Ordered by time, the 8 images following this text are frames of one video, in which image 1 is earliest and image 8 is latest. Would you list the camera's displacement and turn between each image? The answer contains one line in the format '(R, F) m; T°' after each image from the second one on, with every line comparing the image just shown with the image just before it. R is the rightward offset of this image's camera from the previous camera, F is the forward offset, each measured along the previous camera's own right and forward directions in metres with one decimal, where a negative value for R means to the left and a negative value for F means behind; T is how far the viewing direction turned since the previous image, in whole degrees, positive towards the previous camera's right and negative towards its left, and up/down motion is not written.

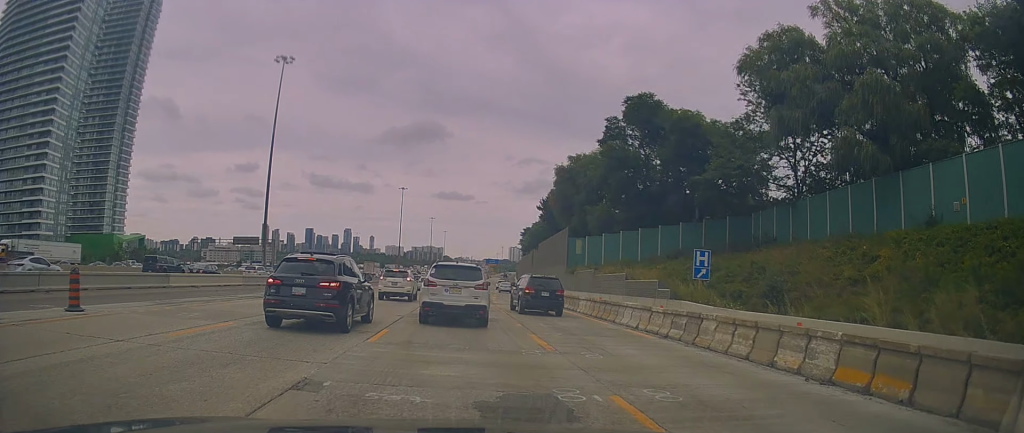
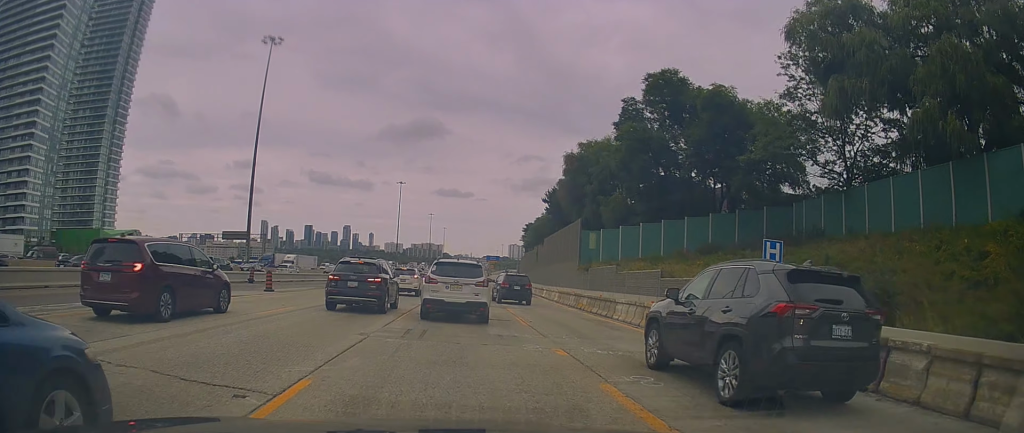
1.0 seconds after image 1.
(0.0, +7.0) m; +4°
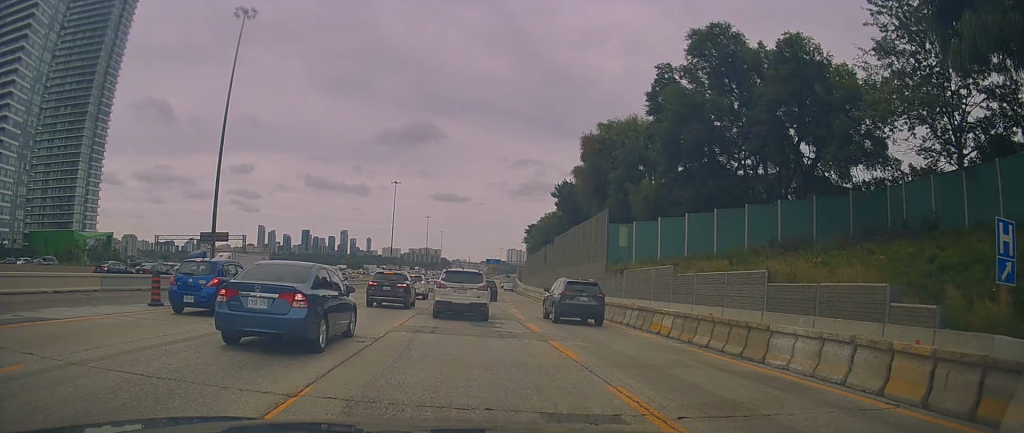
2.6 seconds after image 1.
(+0.2, +11.9) m; -2°
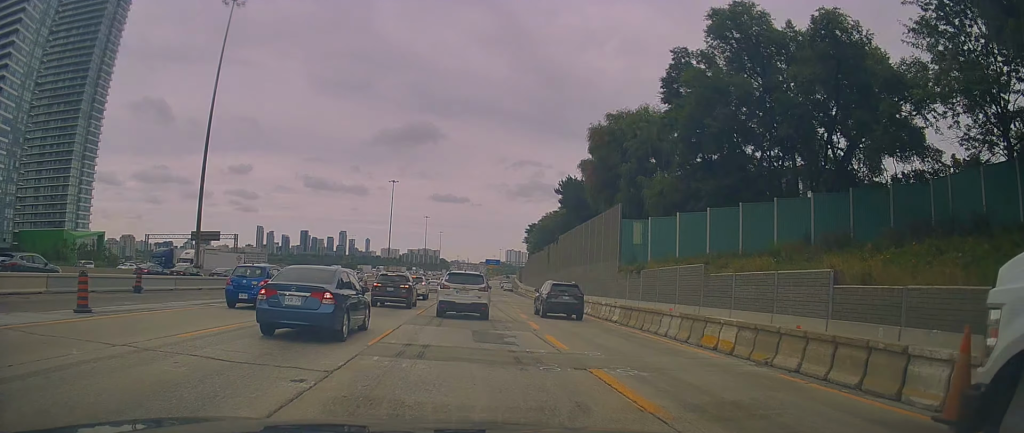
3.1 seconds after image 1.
(-0.1, +3.8) m; -1°
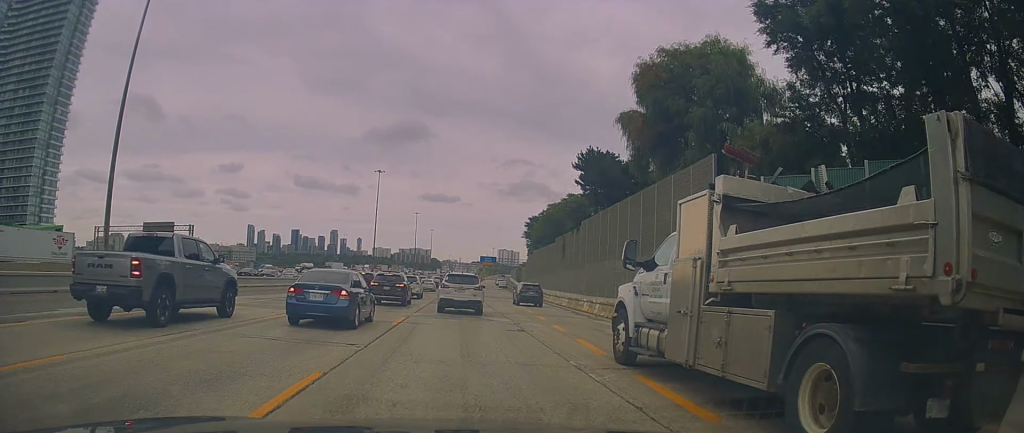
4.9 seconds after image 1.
(+0.3, +16.6) m; +2°
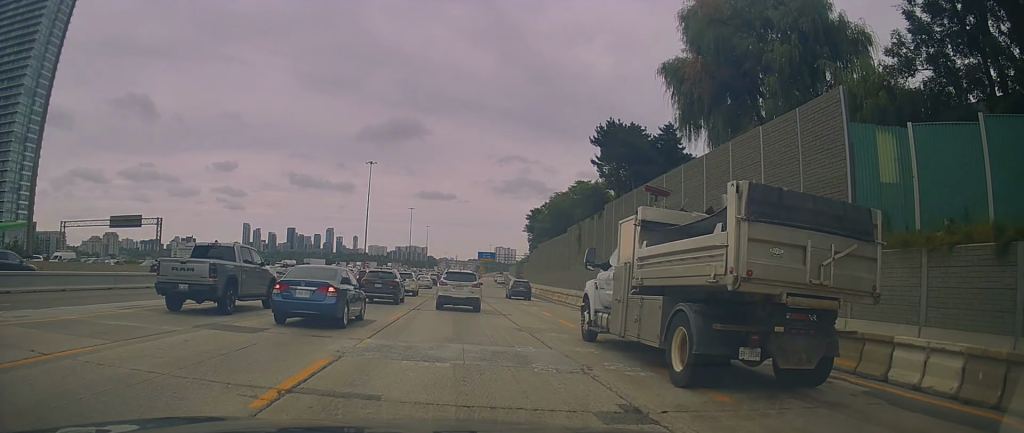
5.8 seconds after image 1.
(0.0, +10.1) m; +3°
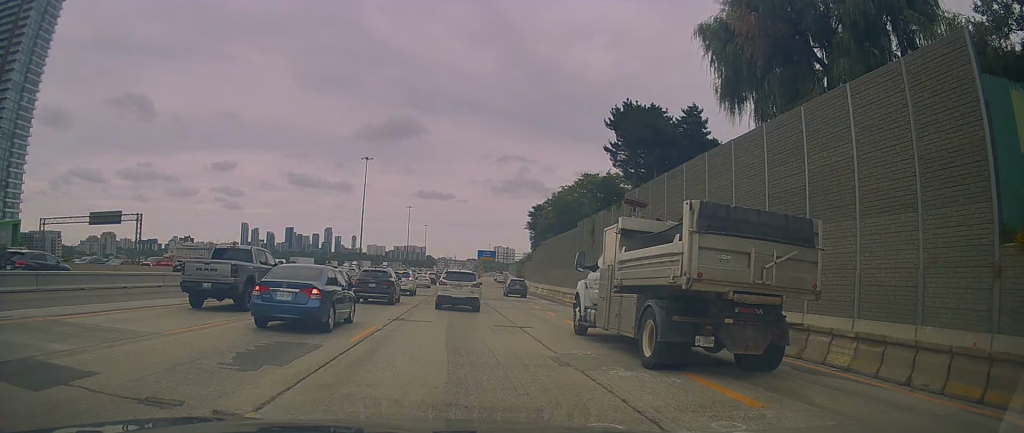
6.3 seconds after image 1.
(+0.2, +5.9) m; 0°
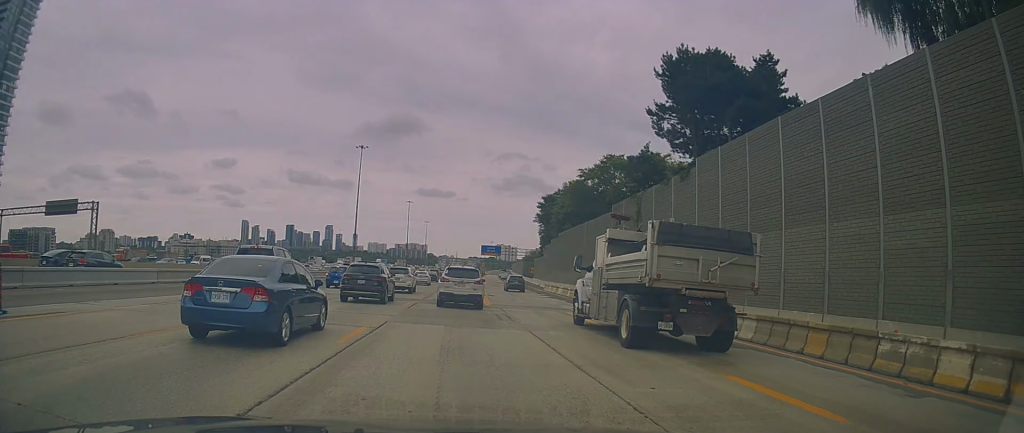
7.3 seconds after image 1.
(+0.2, +12.0) m; -1°
